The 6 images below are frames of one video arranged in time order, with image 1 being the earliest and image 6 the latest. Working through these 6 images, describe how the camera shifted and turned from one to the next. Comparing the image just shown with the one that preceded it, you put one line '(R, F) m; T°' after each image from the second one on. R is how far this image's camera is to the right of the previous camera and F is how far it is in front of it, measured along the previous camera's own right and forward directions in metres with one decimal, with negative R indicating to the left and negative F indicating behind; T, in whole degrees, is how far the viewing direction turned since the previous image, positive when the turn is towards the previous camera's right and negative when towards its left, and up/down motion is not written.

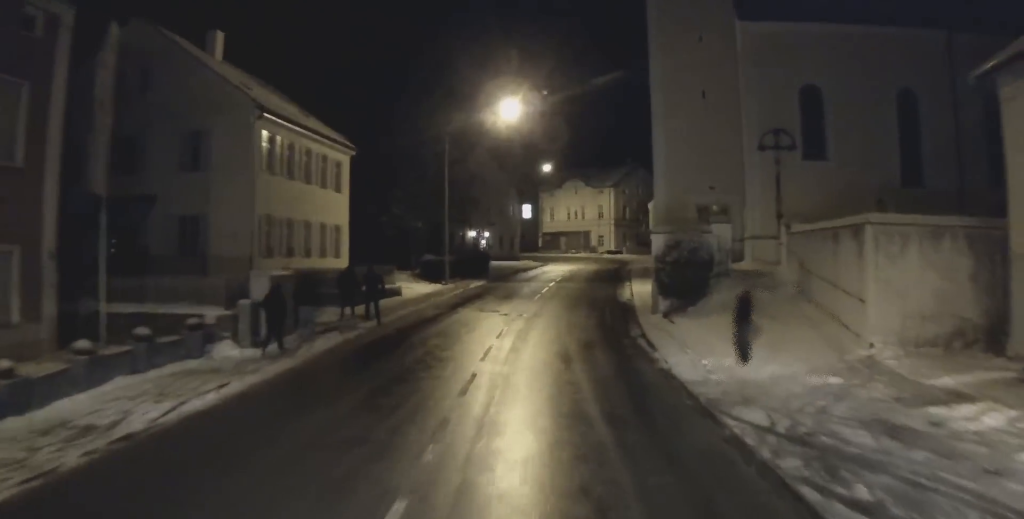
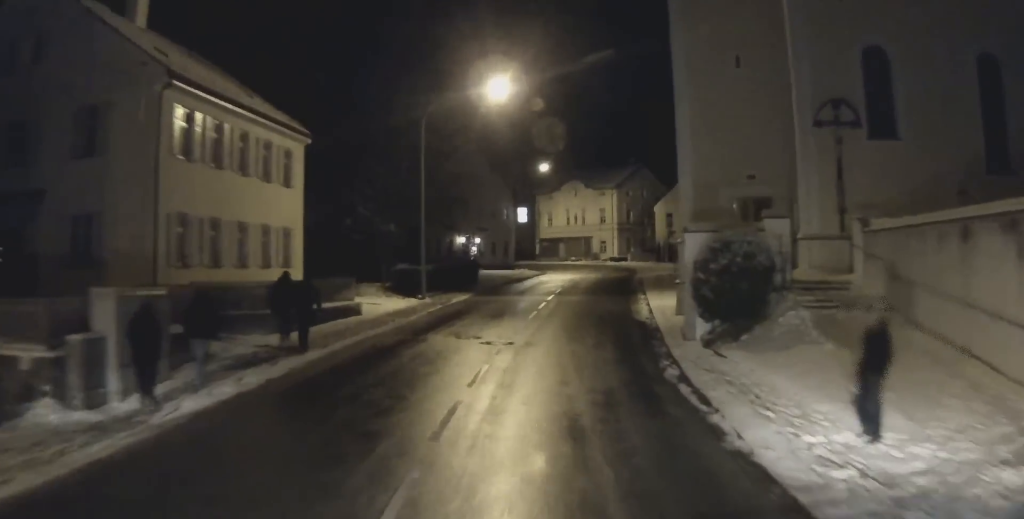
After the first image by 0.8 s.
(-0.1, +8.0) m; -1°
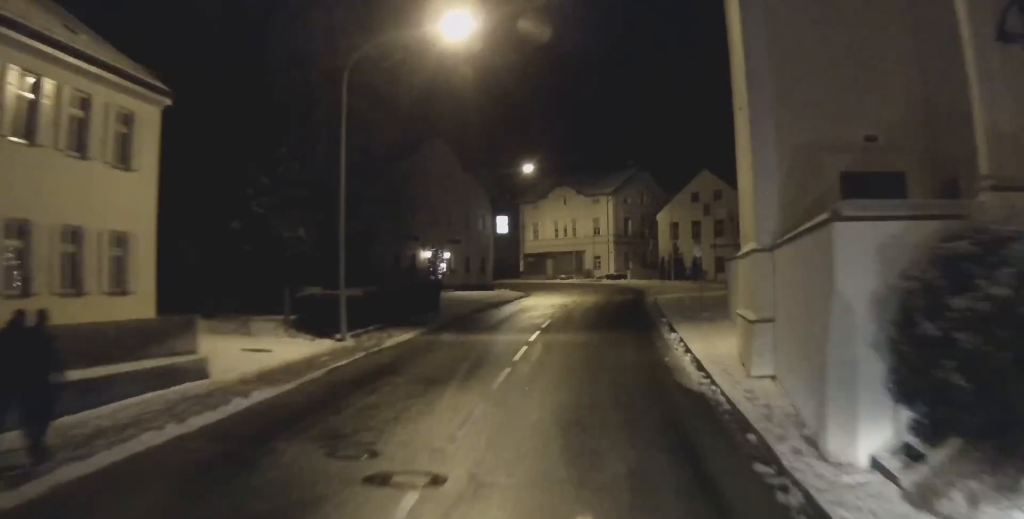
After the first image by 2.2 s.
(+0.1, +13.3) m; +1°
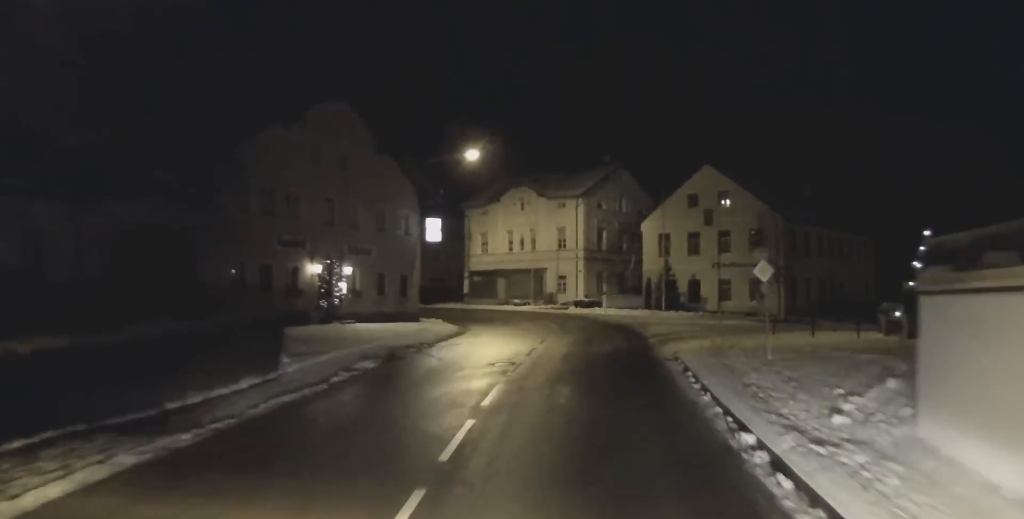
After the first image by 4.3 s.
(+0.2, +18.8) m; +2°
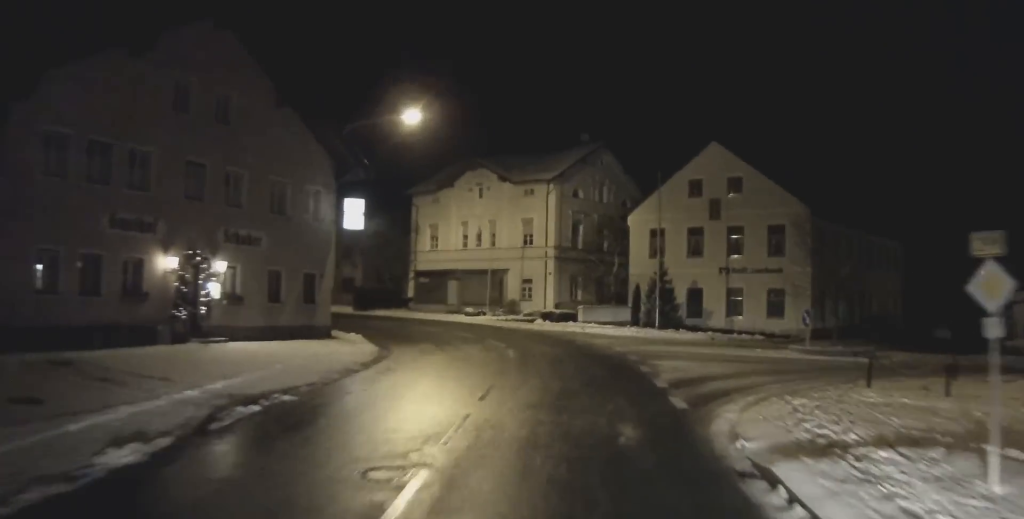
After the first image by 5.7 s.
(+0.3, +12.0) m; +2°
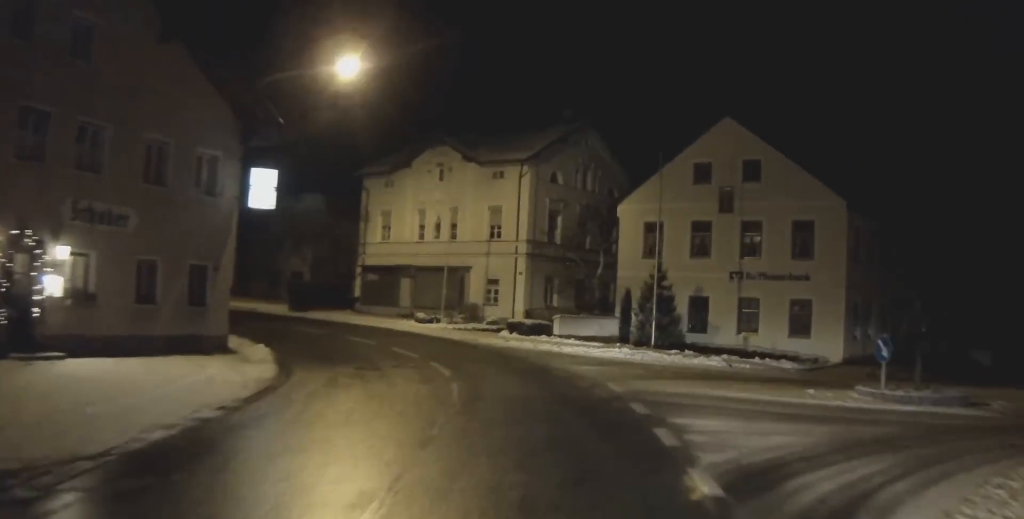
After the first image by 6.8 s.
(0.0, +8.5) m; +1°
